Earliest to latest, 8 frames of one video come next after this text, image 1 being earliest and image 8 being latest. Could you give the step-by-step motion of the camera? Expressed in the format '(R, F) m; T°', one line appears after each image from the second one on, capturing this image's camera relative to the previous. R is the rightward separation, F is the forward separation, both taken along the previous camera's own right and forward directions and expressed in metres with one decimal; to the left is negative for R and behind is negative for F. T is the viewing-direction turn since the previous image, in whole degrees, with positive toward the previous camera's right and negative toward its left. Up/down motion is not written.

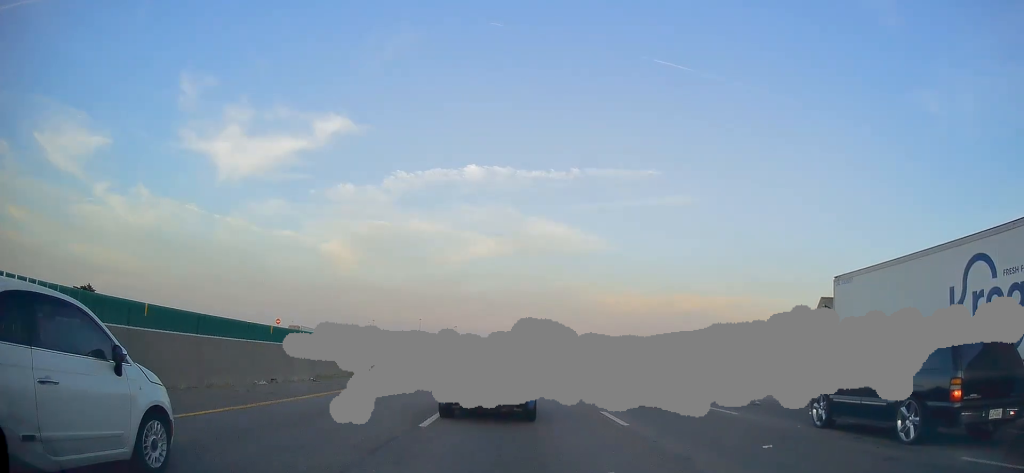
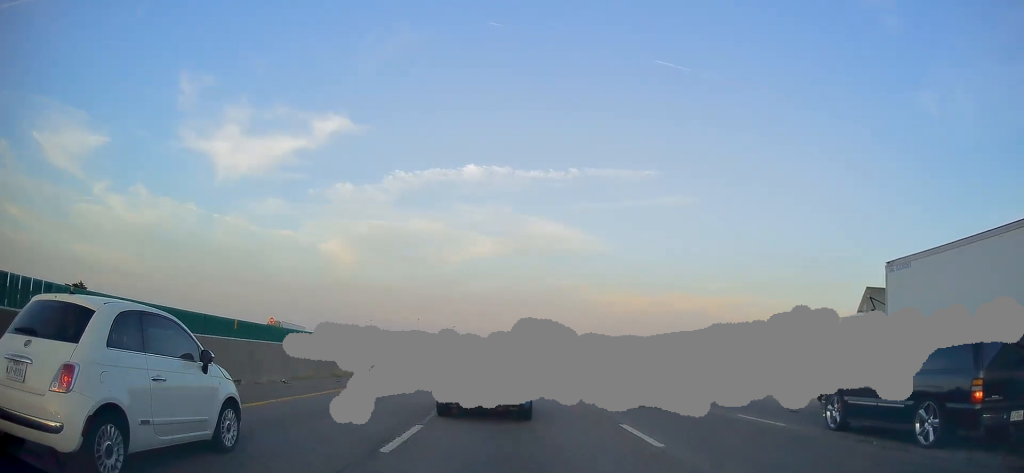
(-0.1, +3.3) m; +1°
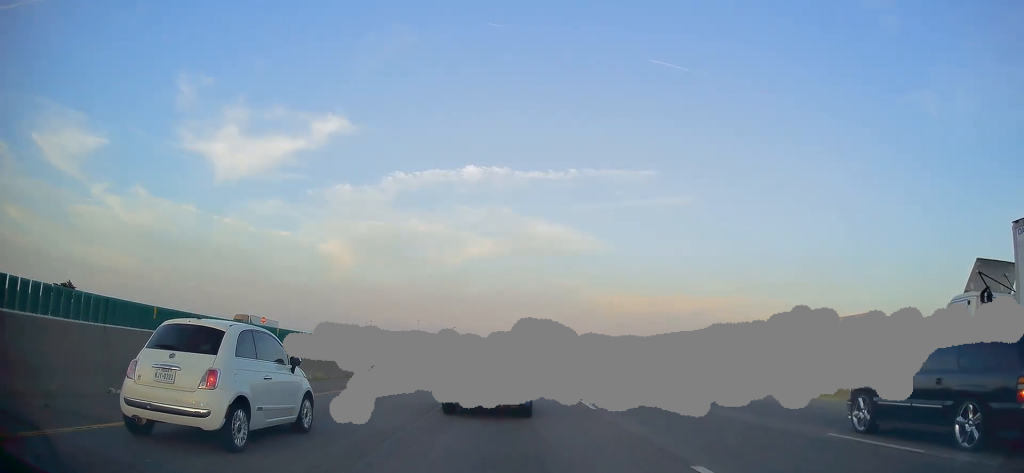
(+0.2, +5.6) m; +3°
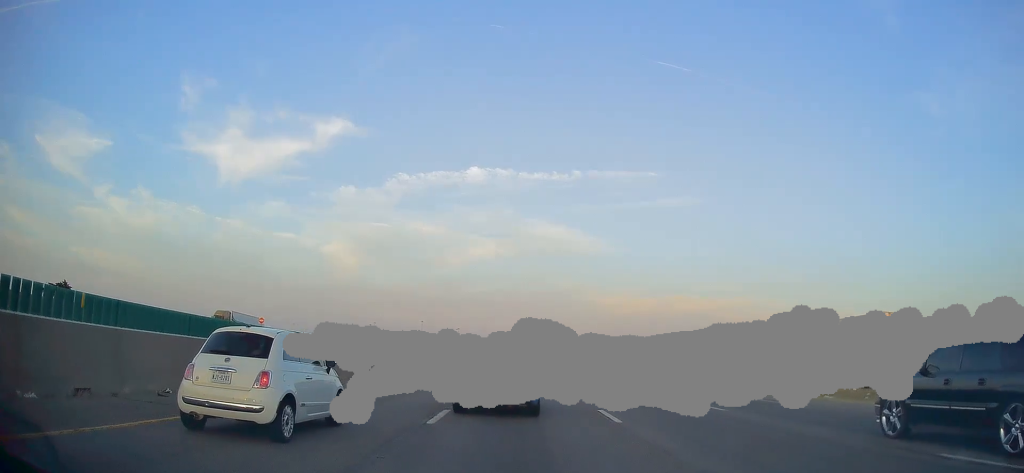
(+0.1, +3.5) m; 0°
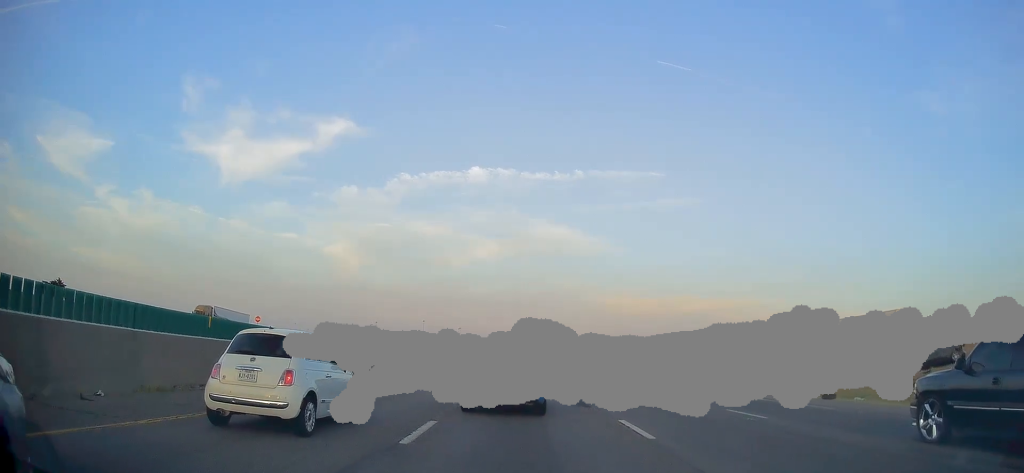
(-0.1, +3.1) m; -1°
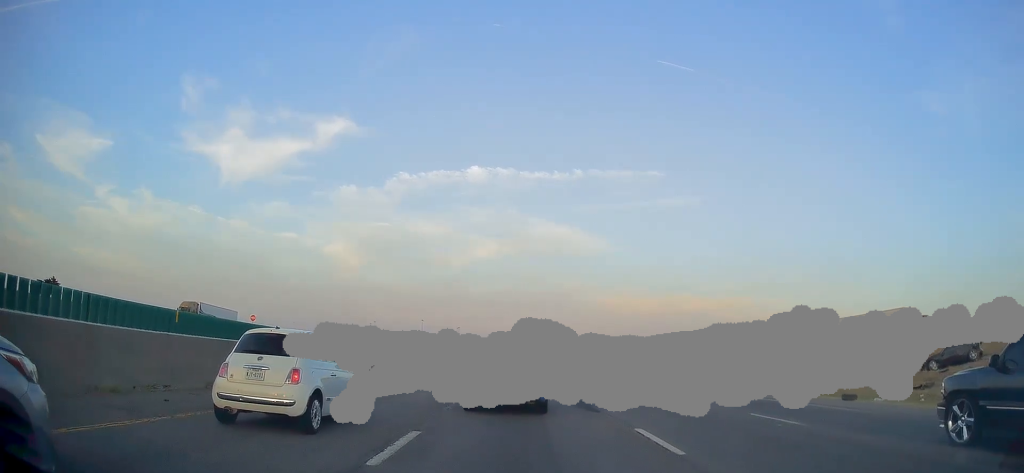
(0.0, +1.9) m; -1°
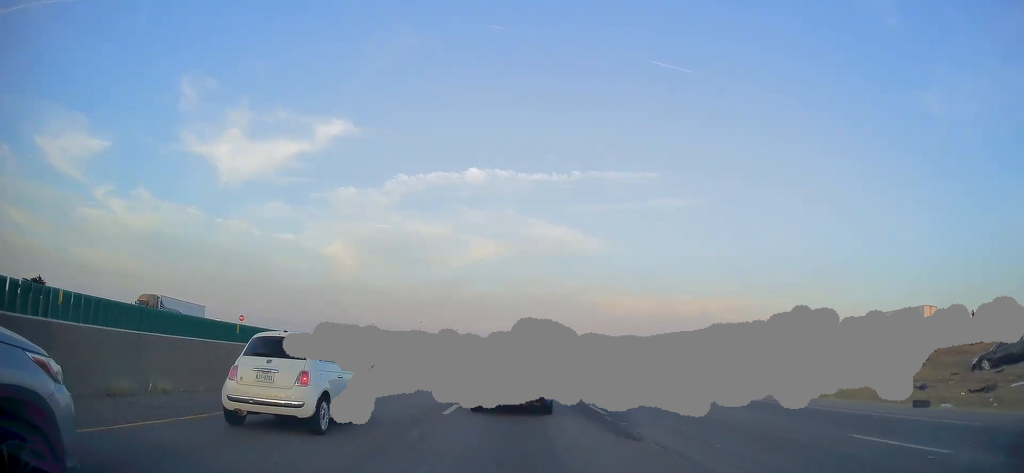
(0.0, +5.0) m; -1°
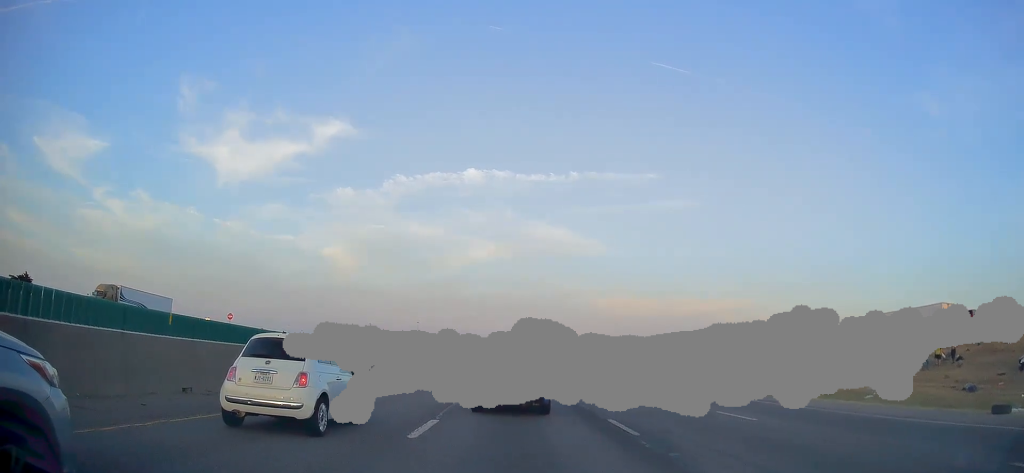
(0.0, +4.1) m; 0°
